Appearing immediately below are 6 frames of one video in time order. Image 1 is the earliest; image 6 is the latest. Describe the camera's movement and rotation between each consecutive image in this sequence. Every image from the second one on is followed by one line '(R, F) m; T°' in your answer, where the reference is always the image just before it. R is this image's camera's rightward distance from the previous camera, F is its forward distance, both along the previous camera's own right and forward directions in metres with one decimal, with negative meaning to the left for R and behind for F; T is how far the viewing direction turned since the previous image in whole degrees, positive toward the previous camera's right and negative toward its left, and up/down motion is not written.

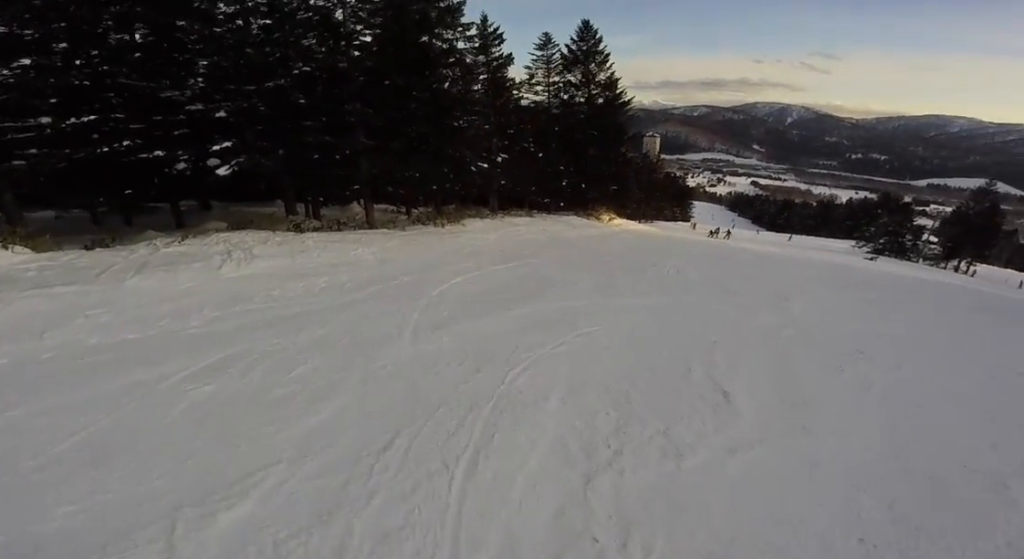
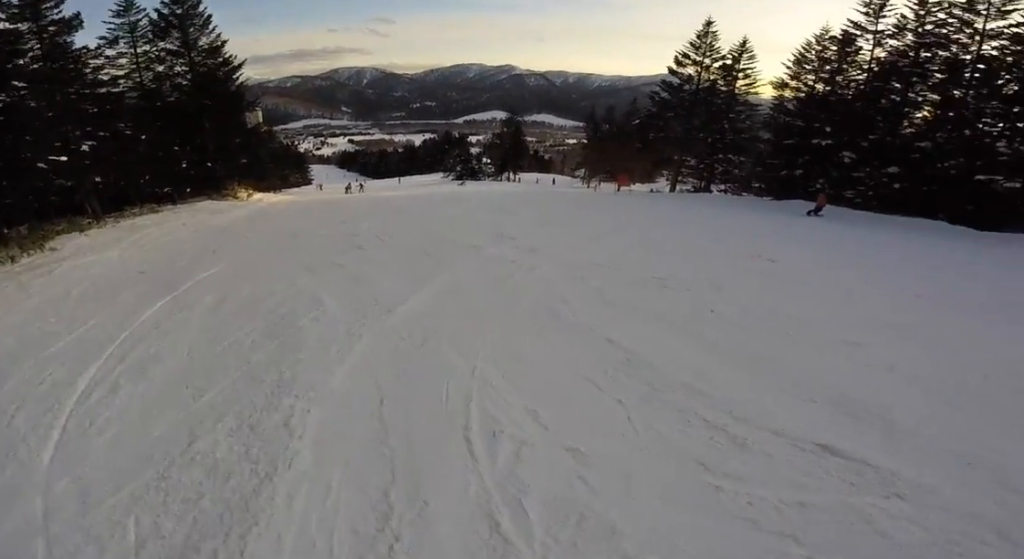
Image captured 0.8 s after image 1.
(+0.6, +3.3) m; +10°
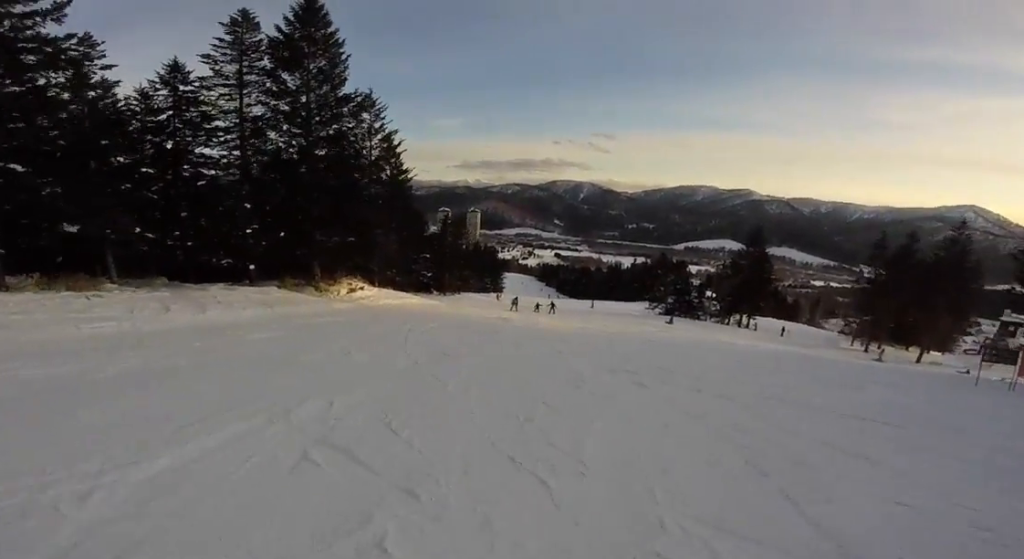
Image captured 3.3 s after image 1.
(-1.9, +12.0) m; -20°
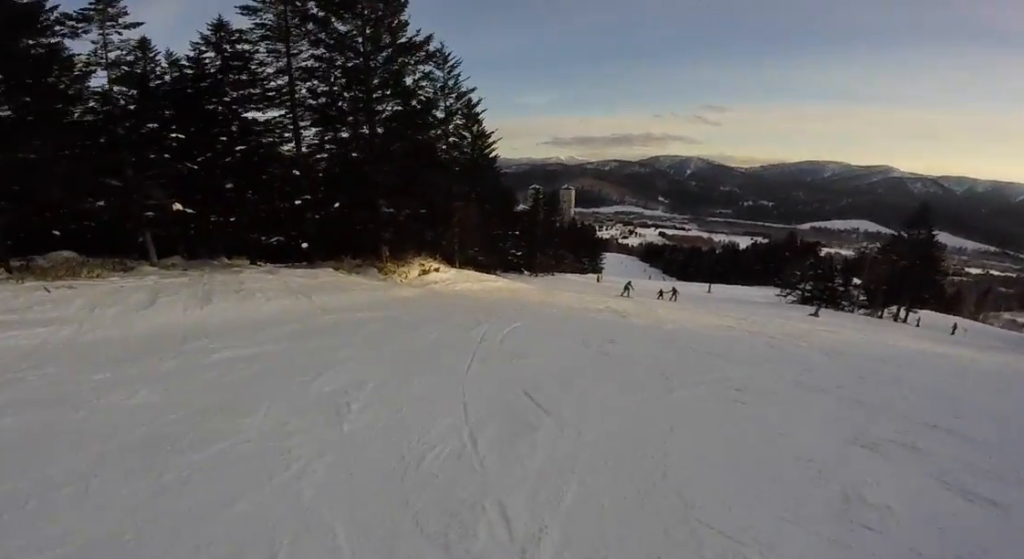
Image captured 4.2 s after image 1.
(-0.7, +4.6) m; -10°
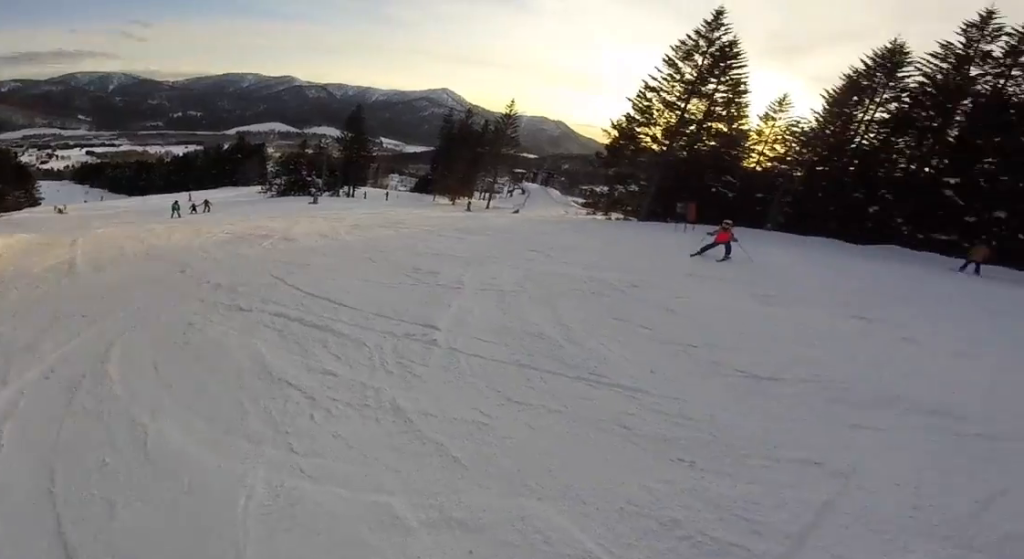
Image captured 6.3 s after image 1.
(+2.0, +11.7) m; +28°
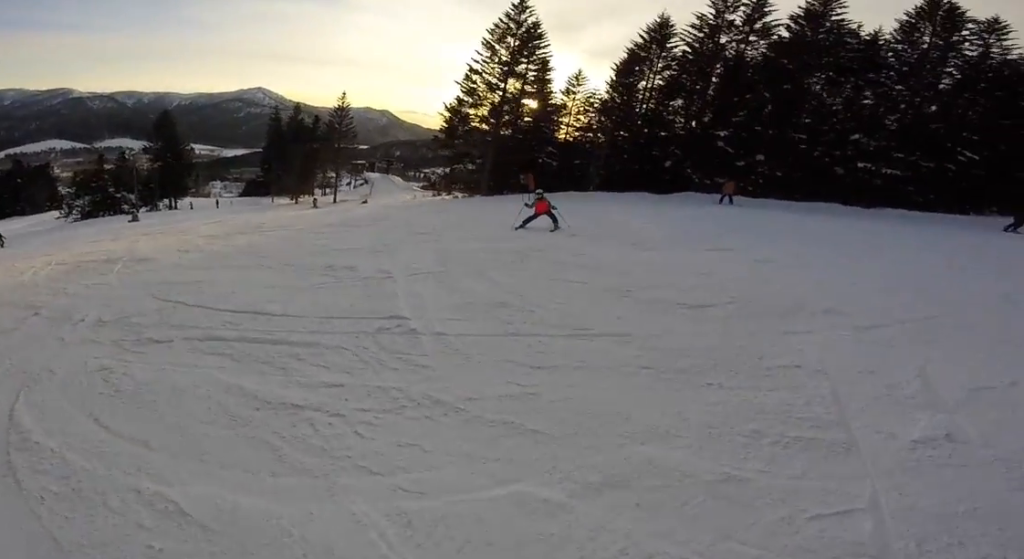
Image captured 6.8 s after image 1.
(+0.2, +2.8) m; +4°
